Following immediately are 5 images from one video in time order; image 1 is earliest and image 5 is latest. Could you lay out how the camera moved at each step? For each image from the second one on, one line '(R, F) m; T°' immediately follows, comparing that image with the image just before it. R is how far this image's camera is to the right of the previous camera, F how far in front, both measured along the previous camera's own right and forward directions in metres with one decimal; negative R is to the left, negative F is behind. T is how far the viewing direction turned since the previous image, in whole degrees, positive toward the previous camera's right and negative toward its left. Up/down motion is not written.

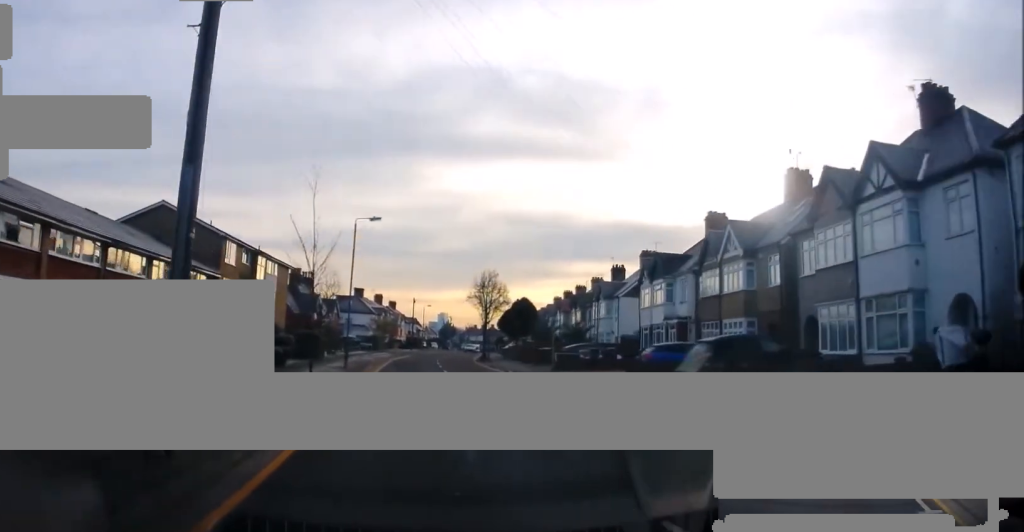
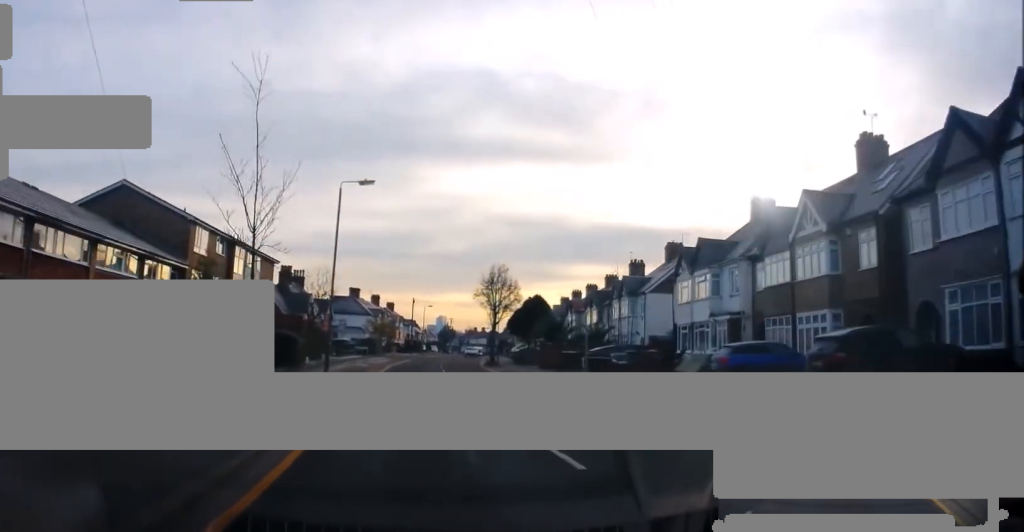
(0.0, +6.9) m; -1°
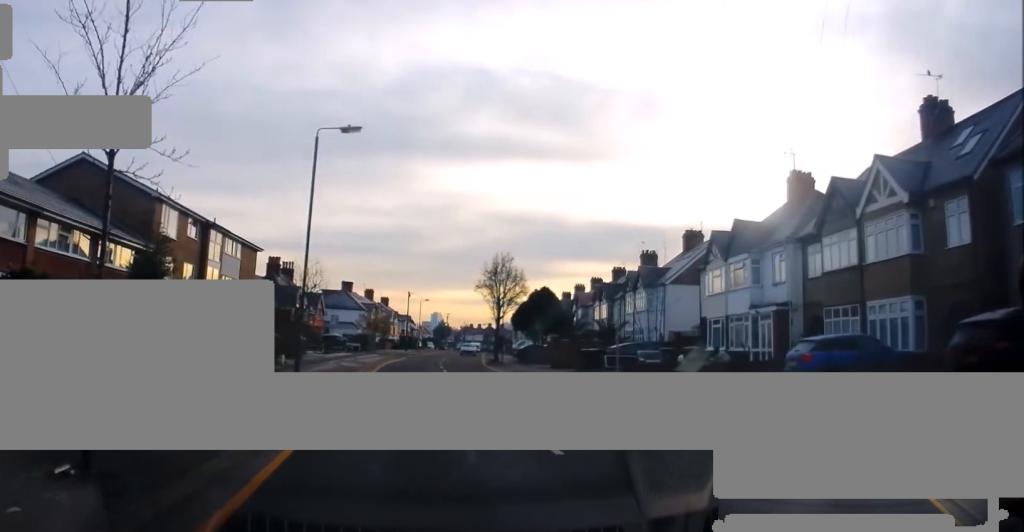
(-0.1, +5.0) m; 0°
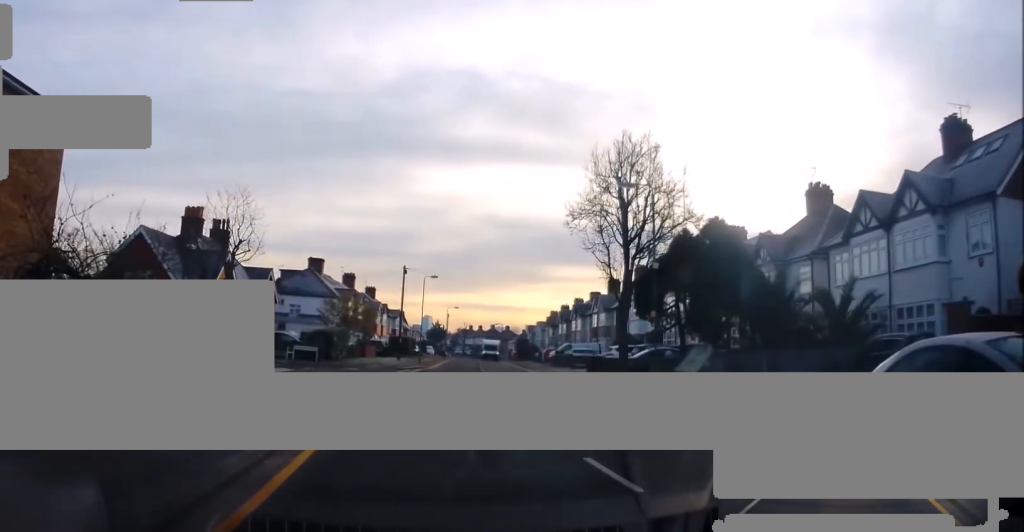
(-0.2, +30.3) m; +1°
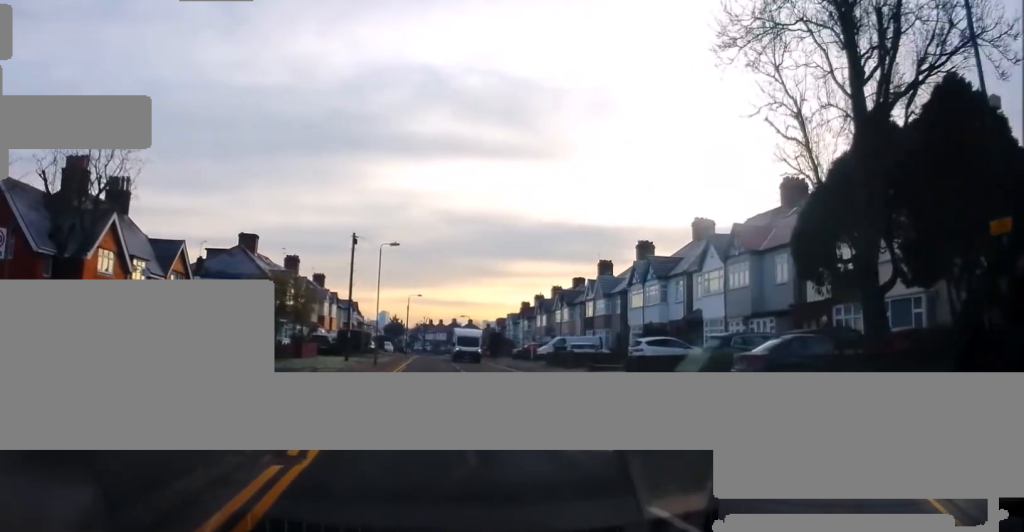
(+0.9, +13.8) m; +5°
